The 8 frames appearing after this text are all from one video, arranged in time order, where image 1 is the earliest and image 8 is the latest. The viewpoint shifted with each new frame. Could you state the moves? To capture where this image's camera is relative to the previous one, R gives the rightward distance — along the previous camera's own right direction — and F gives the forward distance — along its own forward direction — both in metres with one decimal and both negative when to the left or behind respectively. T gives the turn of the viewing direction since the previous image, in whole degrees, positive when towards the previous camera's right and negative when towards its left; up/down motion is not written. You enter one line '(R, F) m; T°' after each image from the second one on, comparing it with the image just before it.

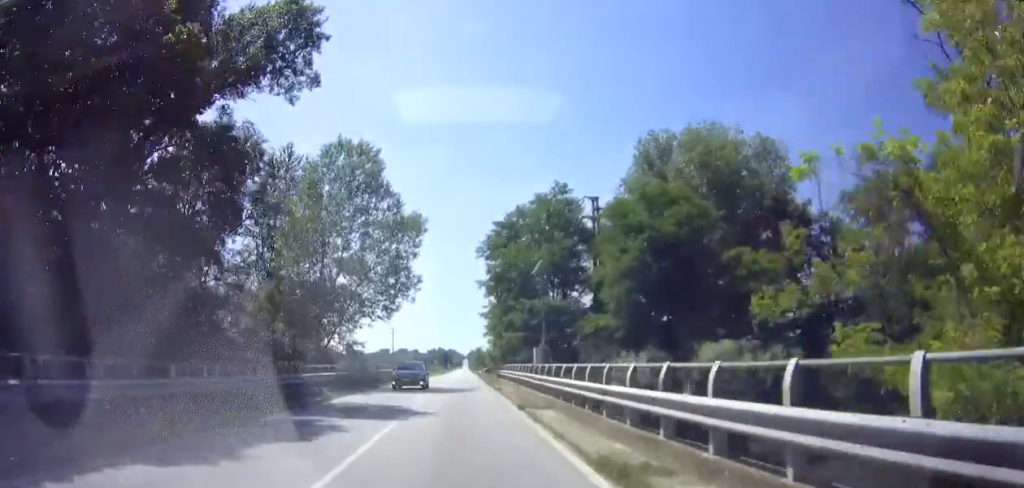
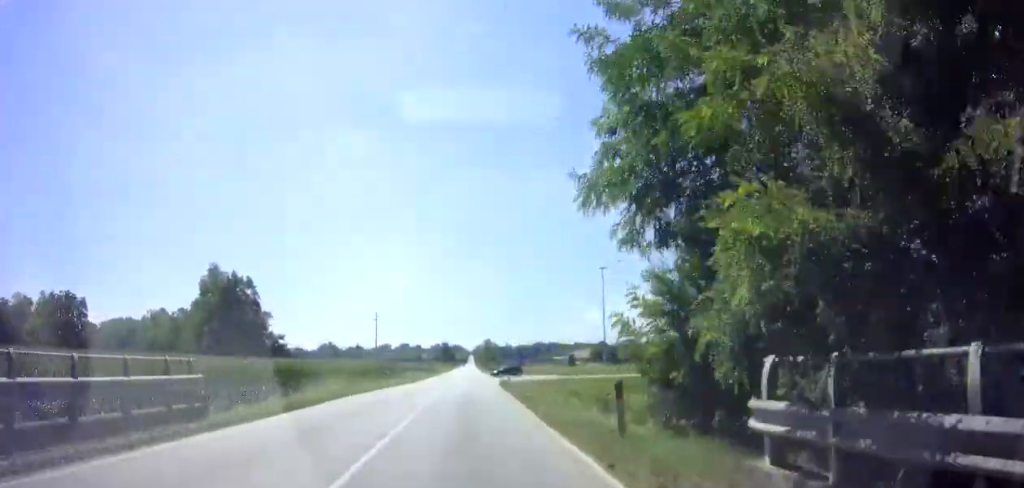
(+0.5, +40.1) m; +1°
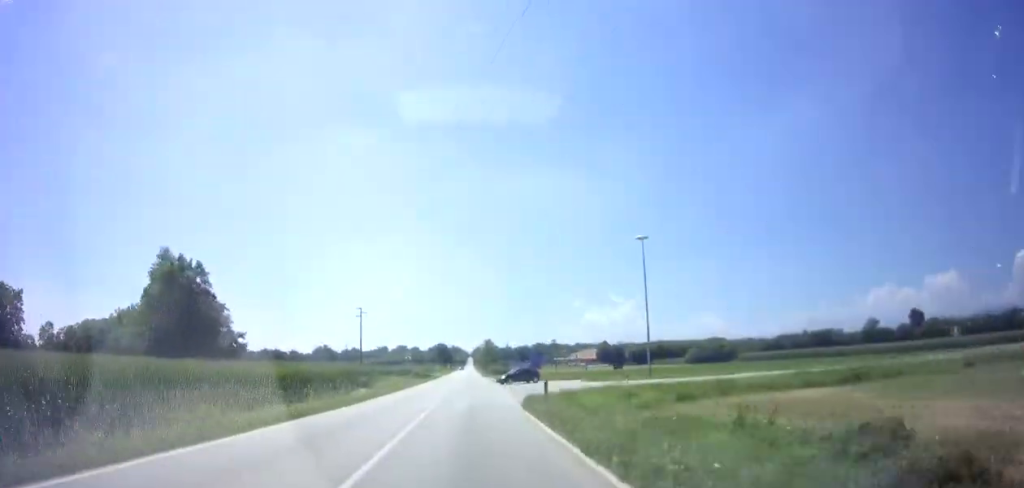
(0.0, +16.6) m; -1°
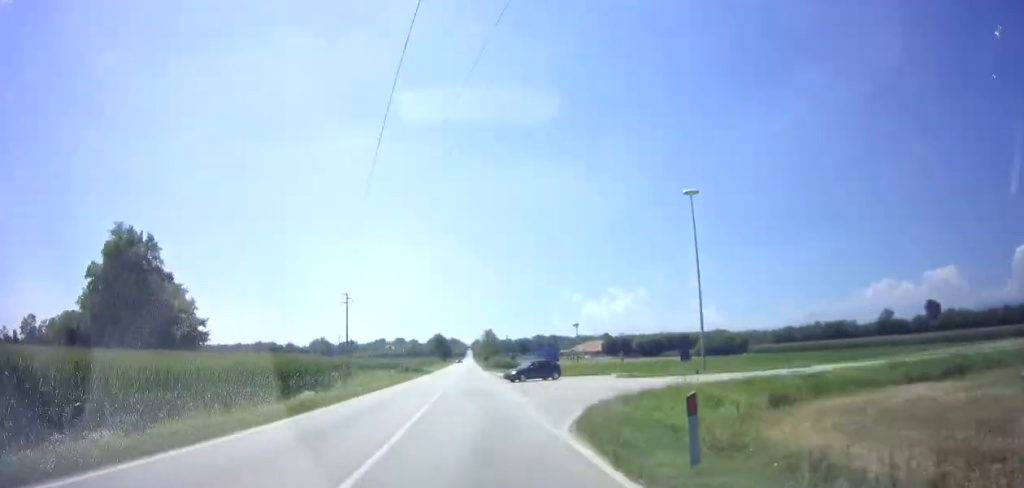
(-0.3, +12.0) m; 0°
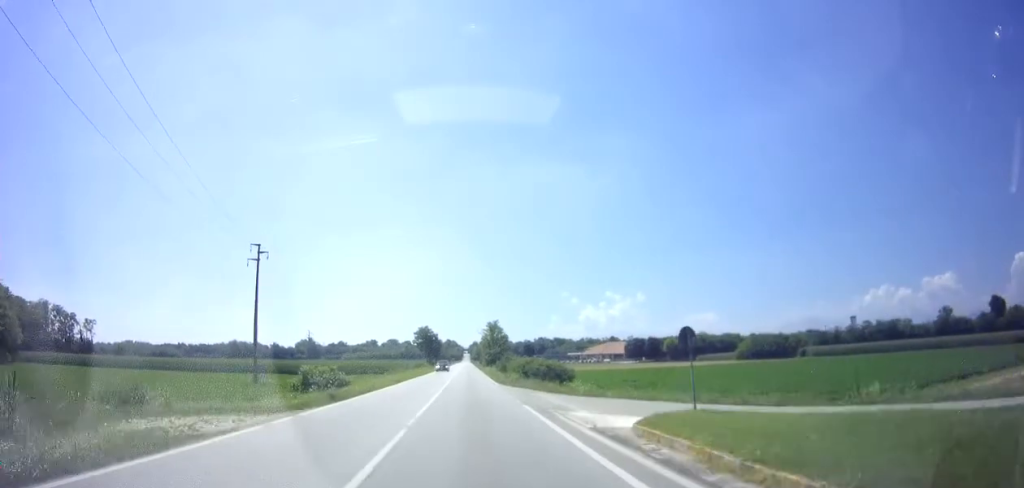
(0.0, +42.9) m; 0°
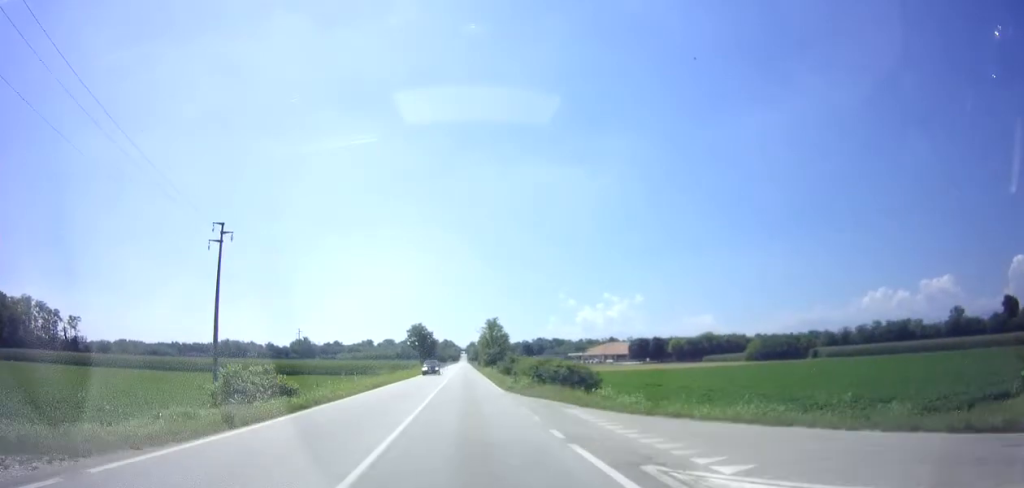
(+0.1, +8.8) m; 0°
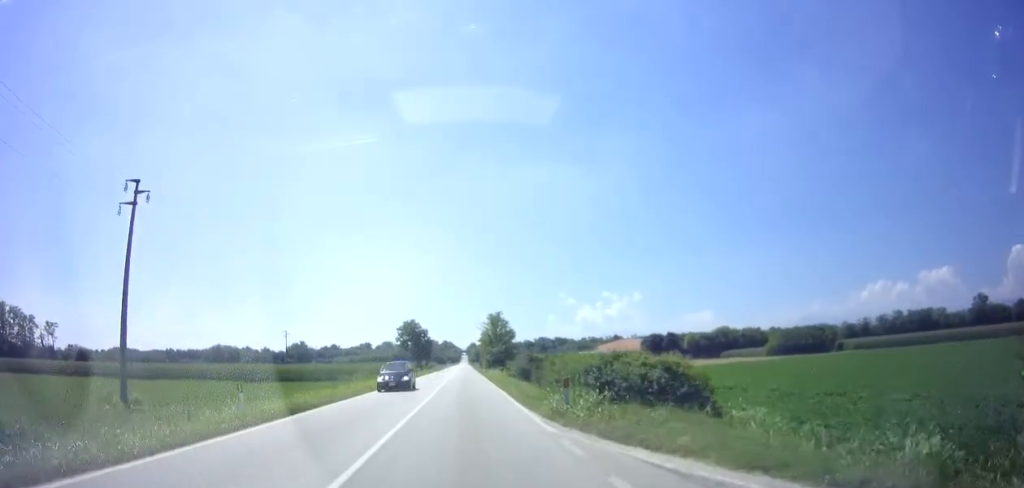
(+0.3, +14.2) m; 0°
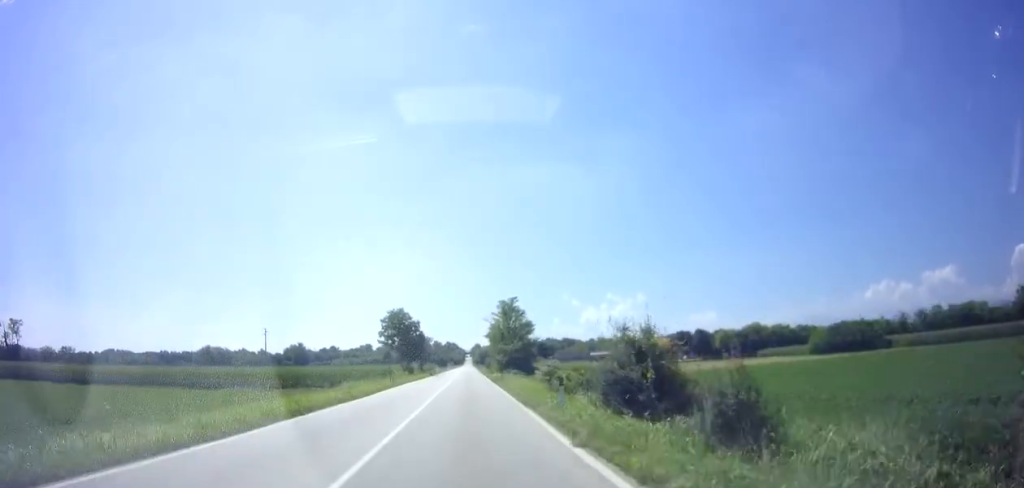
(-0.4, +22.3) m; 0°
